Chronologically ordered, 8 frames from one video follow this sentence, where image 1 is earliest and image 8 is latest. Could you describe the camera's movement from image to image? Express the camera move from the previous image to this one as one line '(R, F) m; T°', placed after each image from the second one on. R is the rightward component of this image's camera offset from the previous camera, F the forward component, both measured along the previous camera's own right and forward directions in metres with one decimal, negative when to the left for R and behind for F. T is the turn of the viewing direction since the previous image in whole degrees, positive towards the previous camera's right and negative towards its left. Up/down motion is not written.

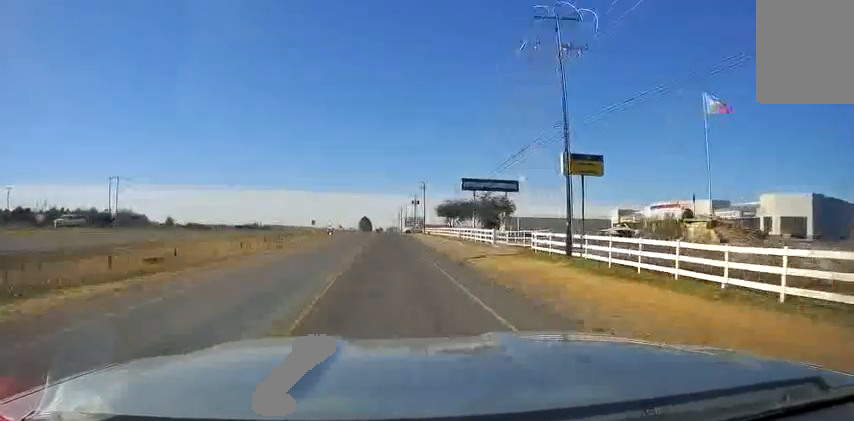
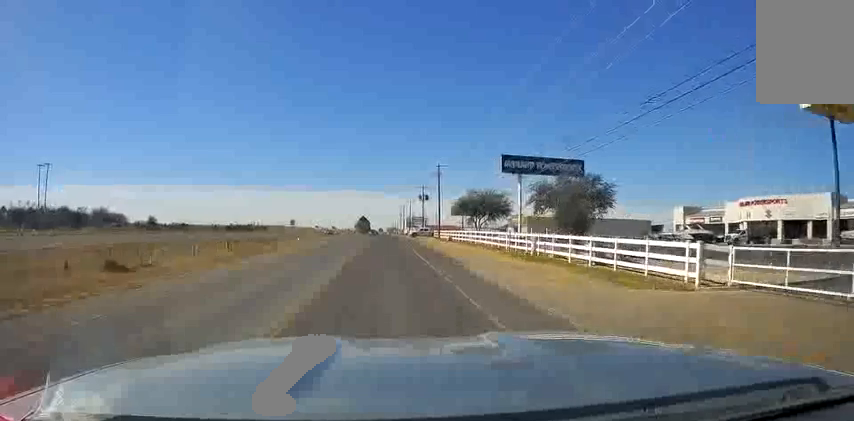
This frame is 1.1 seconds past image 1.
(0.0, +27.6) m; +1°
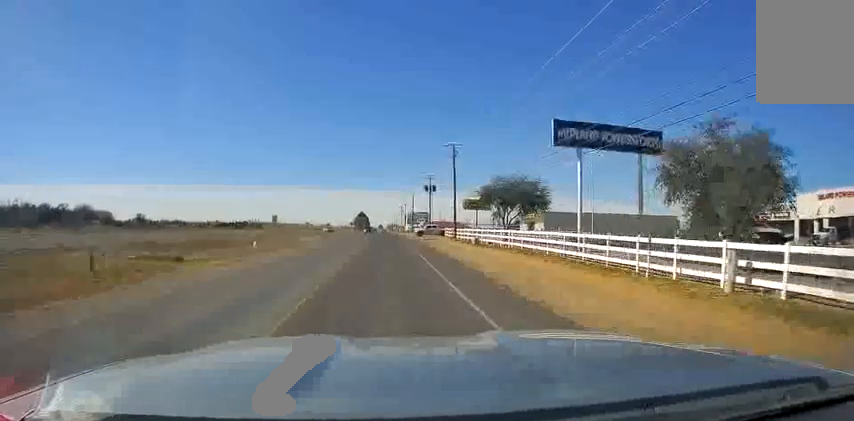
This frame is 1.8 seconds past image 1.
(+0.3, +16.8) m; 0°
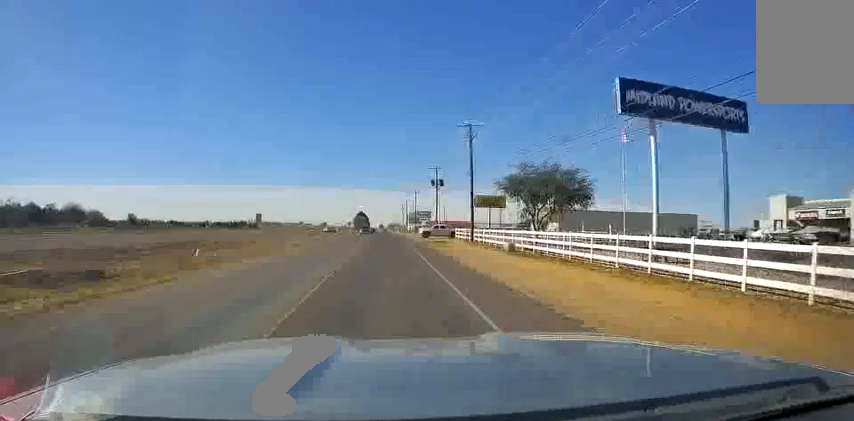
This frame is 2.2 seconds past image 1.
(+0.2, +10.9) m; 0°
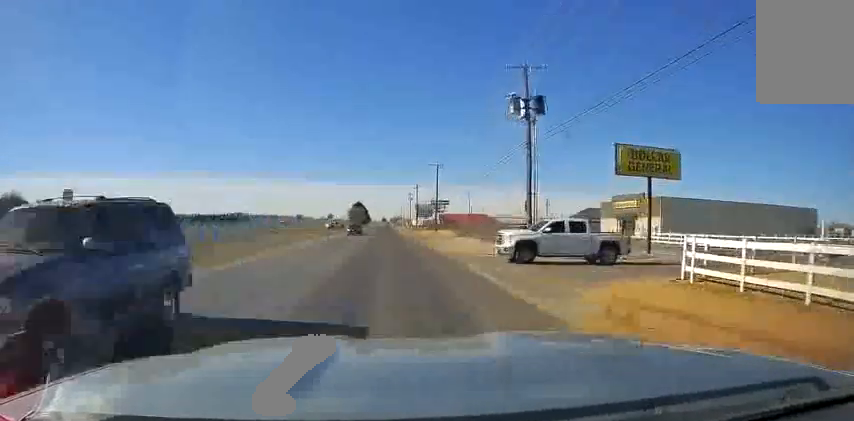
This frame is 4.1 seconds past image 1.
(-1.8, +48.4) m; -1°
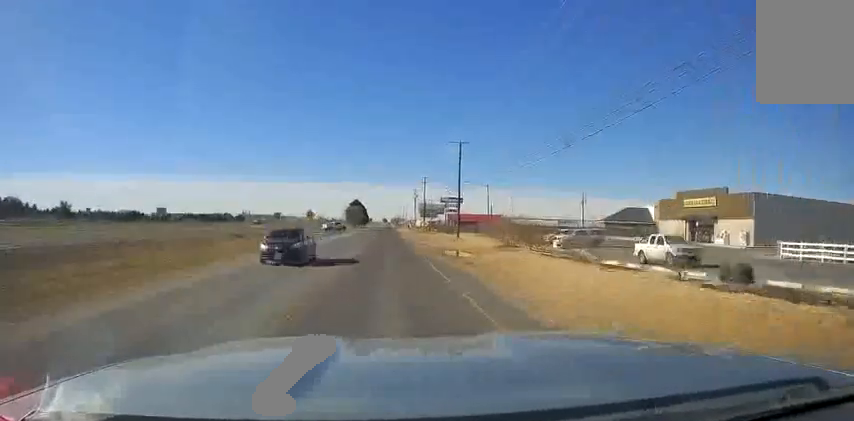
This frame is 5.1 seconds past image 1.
(+0.8, +22.9) m; +1°
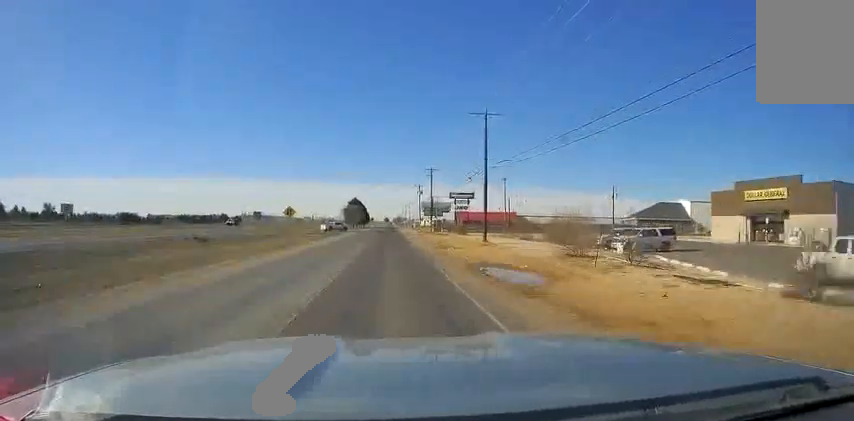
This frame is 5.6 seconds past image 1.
(-0.1, +13.6) m; 0°
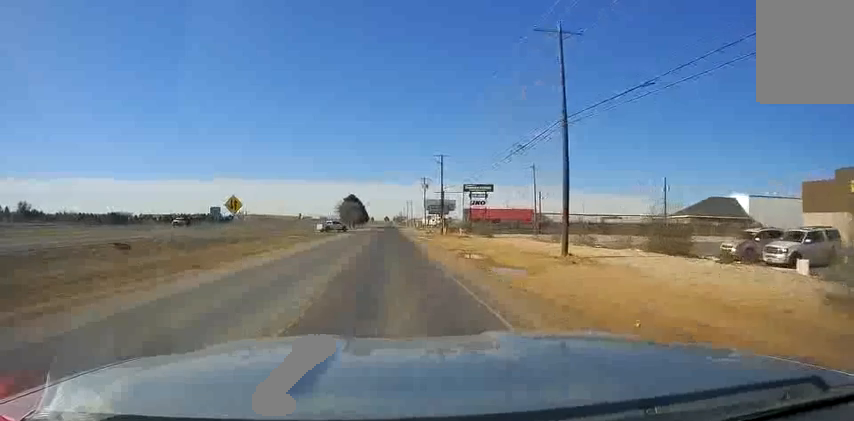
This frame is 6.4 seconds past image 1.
(-0.2, +17.6) m; -1°
